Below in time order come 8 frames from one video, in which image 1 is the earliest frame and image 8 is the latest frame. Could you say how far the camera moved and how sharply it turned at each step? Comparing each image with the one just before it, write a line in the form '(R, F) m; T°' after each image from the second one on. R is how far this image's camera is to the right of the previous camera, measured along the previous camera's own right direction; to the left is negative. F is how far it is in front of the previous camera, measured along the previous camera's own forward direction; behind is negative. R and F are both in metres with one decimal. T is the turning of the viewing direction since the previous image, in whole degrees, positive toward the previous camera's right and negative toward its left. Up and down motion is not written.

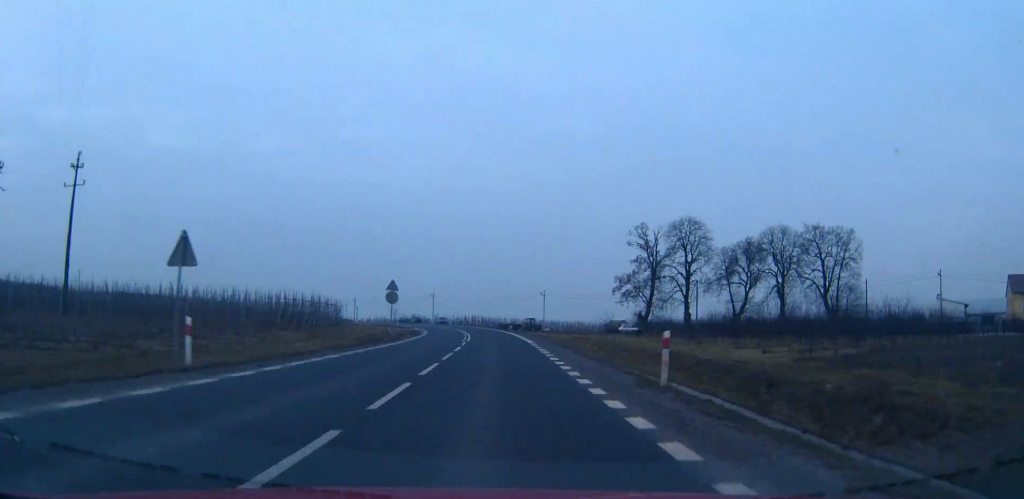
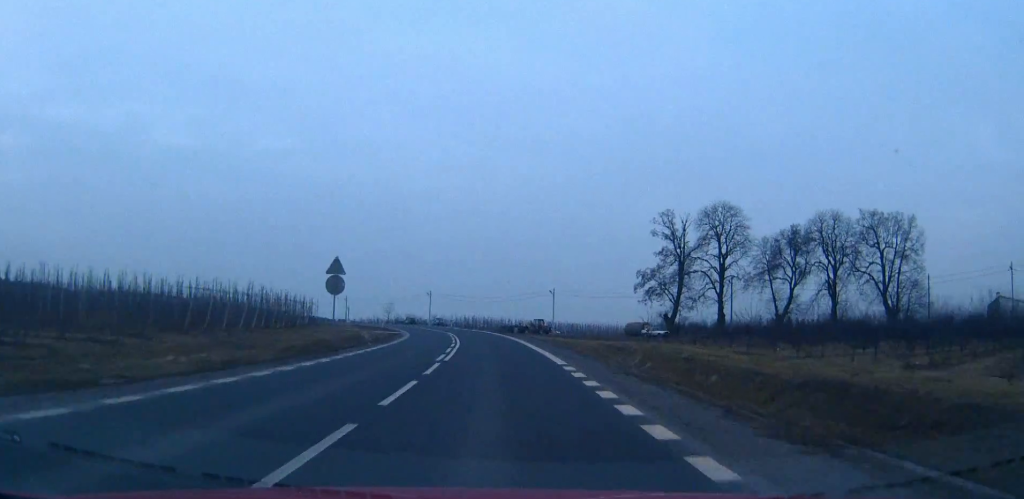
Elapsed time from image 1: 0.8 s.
(0.0, +17.3) m; 0°
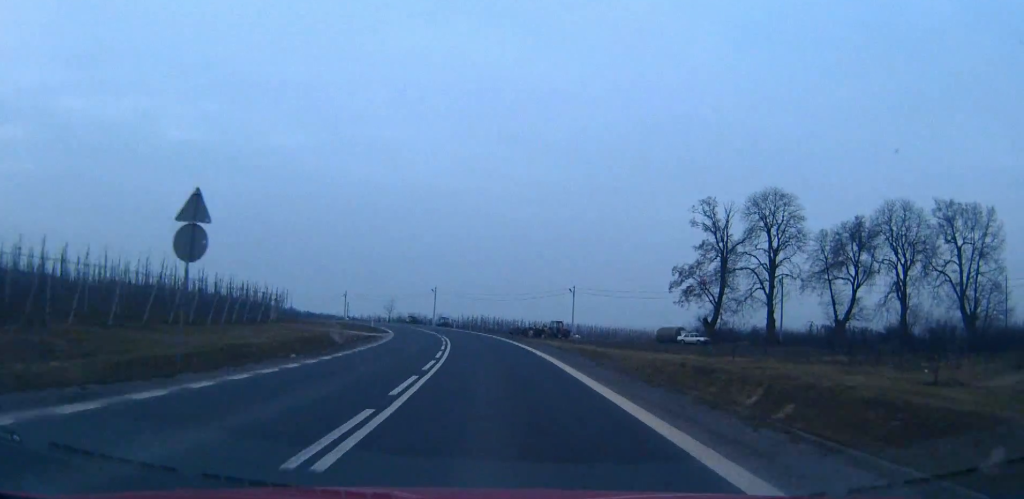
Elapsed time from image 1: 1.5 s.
(-0.1, +15.7) m; -1°
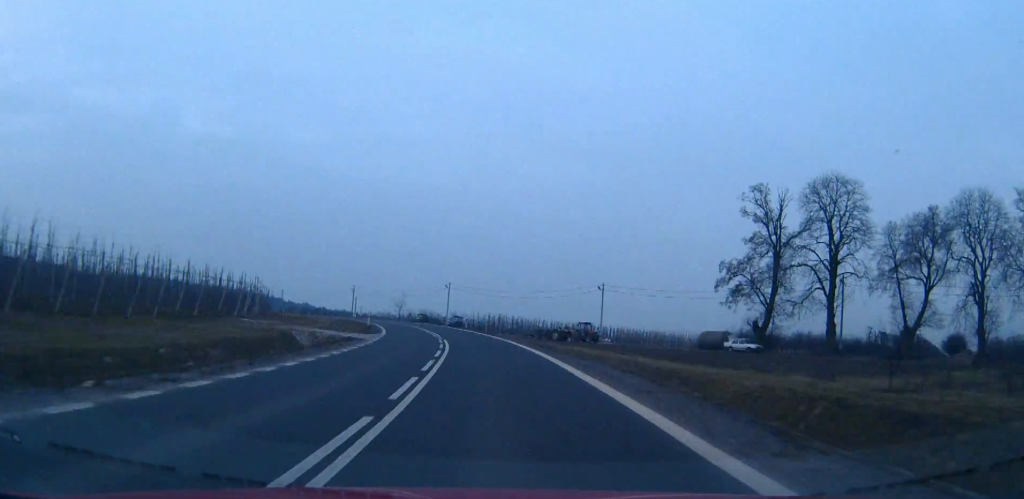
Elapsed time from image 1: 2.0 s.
(0.0, +12.7) m; -1°
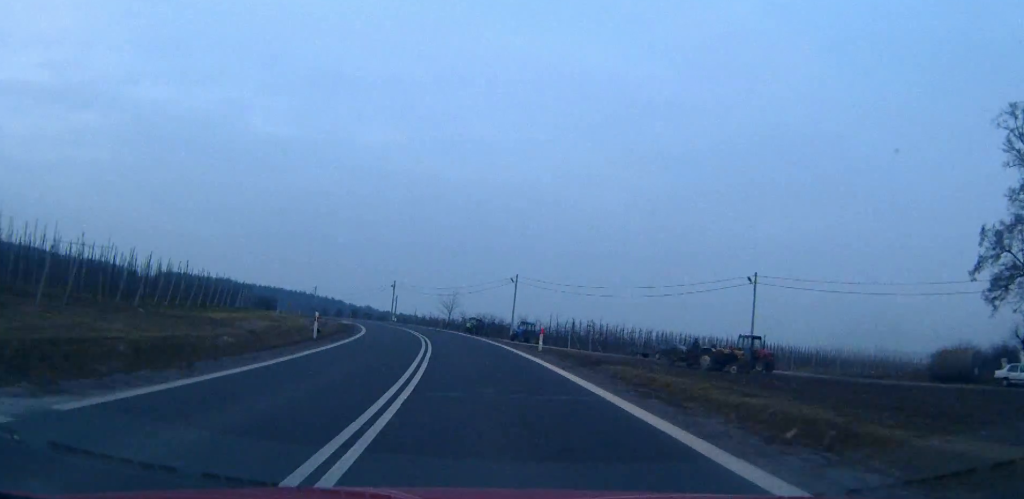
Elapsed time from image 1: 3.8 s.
(-1.3, +38.7) m; -5°
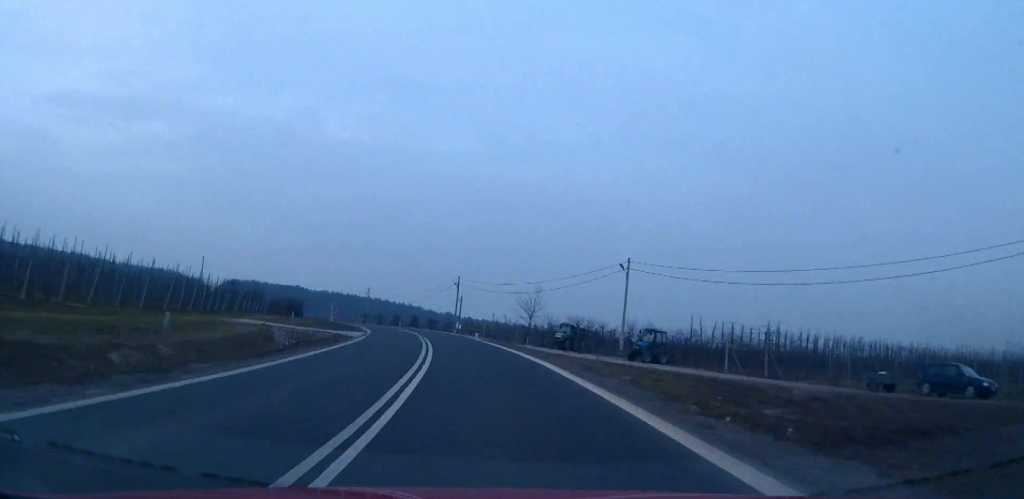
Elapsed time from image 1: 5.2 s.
(-1.6, +31.3) m; -6°
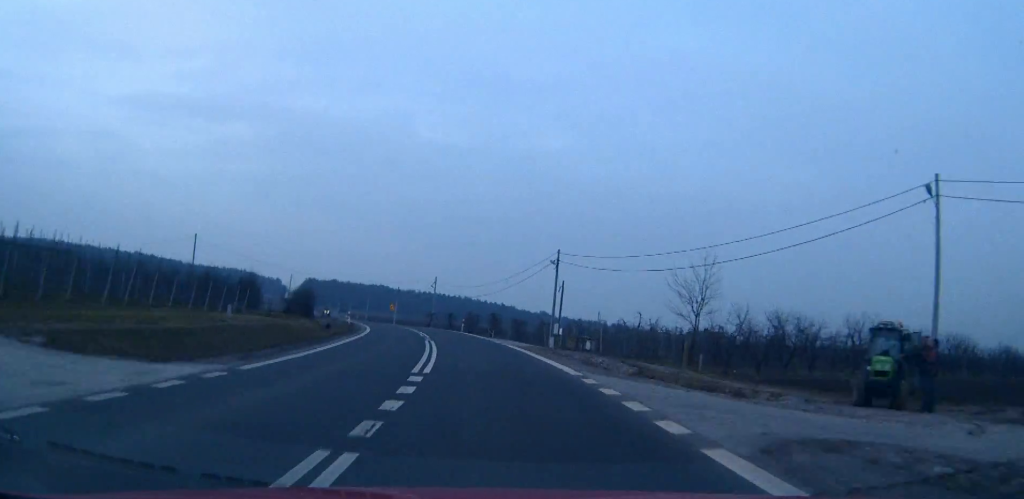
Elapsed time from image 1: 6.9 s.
(-2.3, +38.3) m; -7°
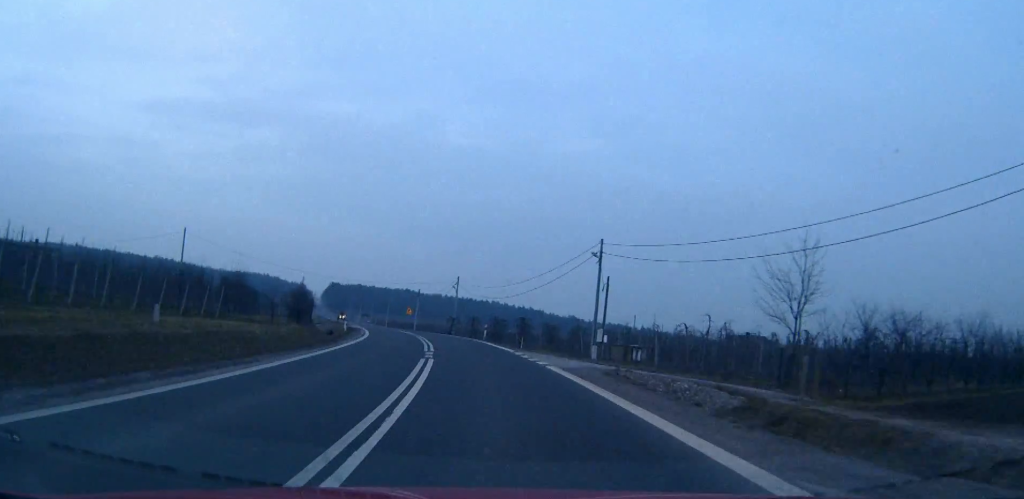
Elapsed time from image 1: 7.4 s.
(-0.4, +11.4) m; -2°
